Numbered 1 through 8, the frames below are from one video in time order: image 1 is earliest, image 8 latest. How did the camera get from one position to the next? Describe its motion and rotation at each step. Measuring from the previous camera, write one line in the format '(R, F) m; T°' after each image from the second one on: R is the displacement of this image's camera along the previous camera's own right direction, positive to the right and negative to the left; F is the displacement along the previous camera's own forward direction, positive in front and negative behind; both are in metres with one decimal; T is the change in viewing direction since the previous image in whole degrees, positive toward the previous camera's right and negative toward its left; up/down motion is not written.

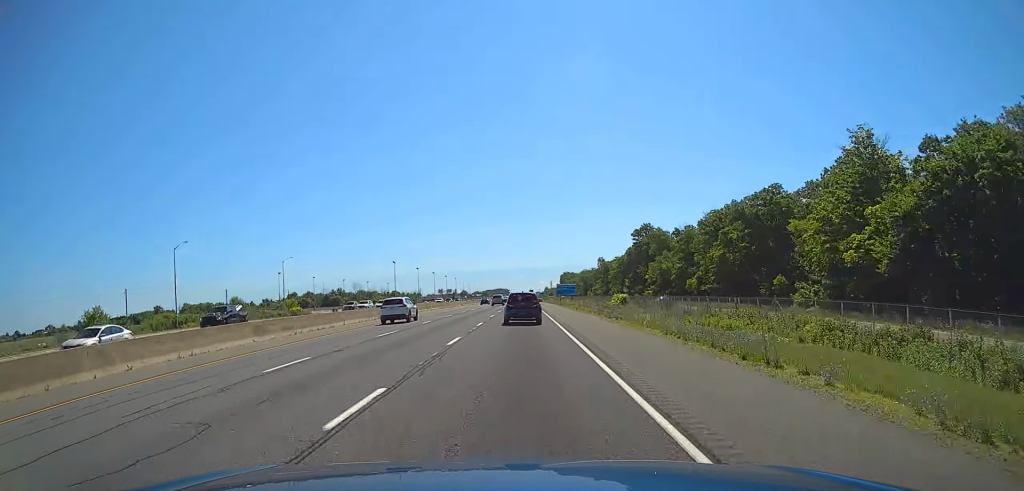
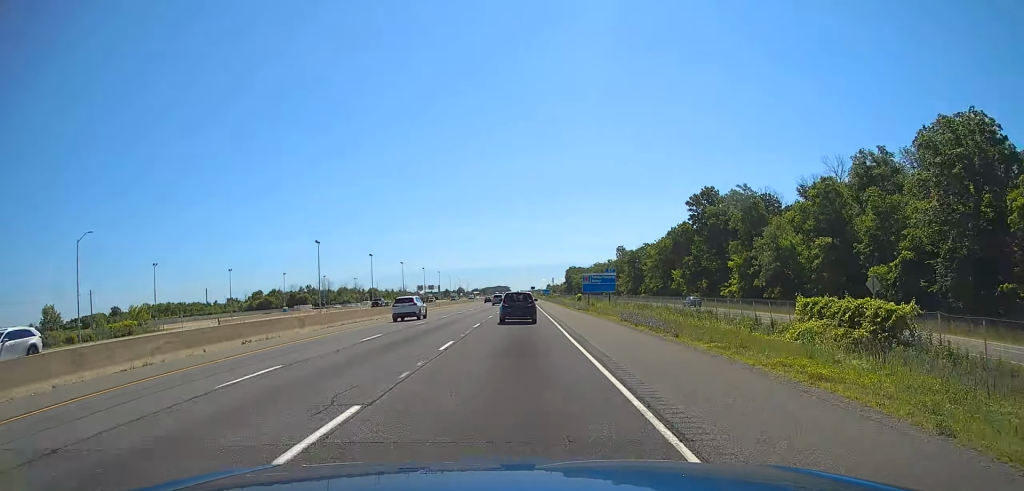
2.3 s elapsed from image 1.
(0.0, +73.9) m; 0°
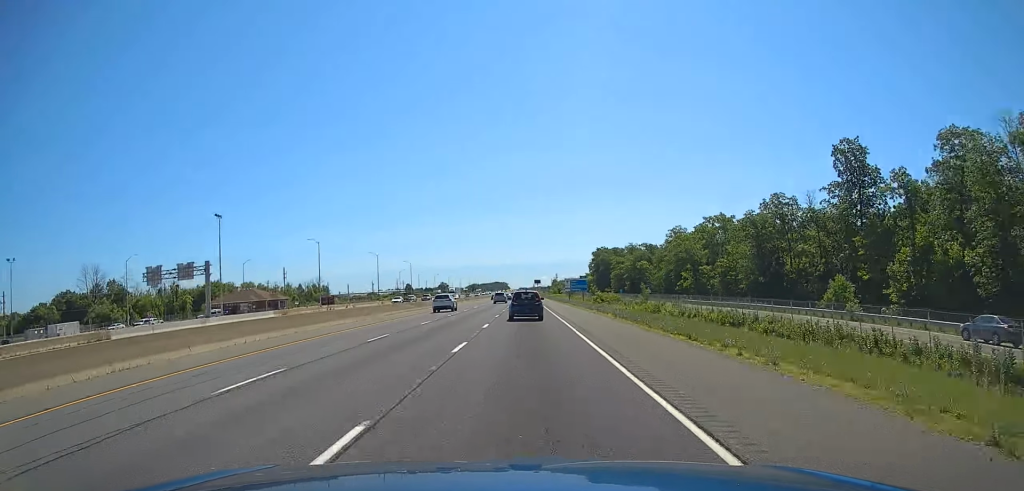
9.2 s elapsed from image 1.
(0.0, +216.5) m; 0°
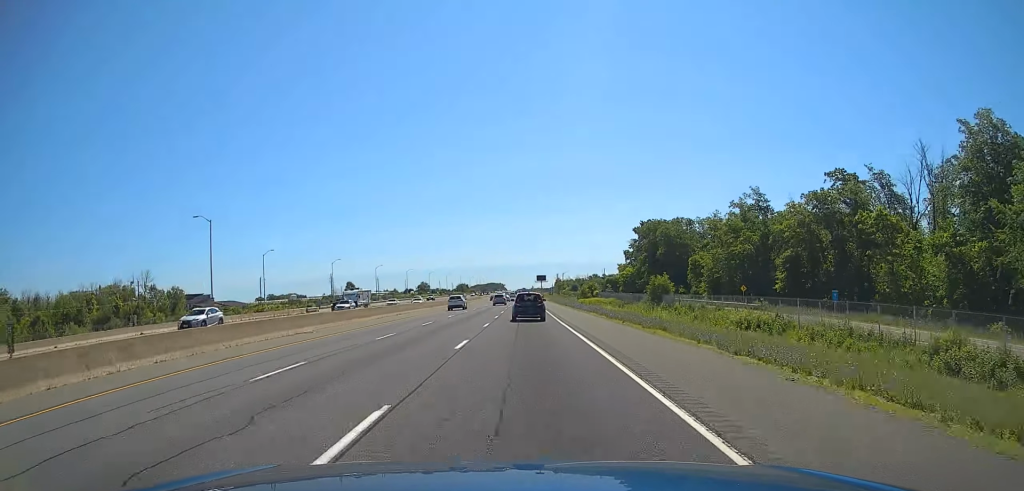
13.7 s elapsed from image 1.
(0.0, +142.8) m; 0°
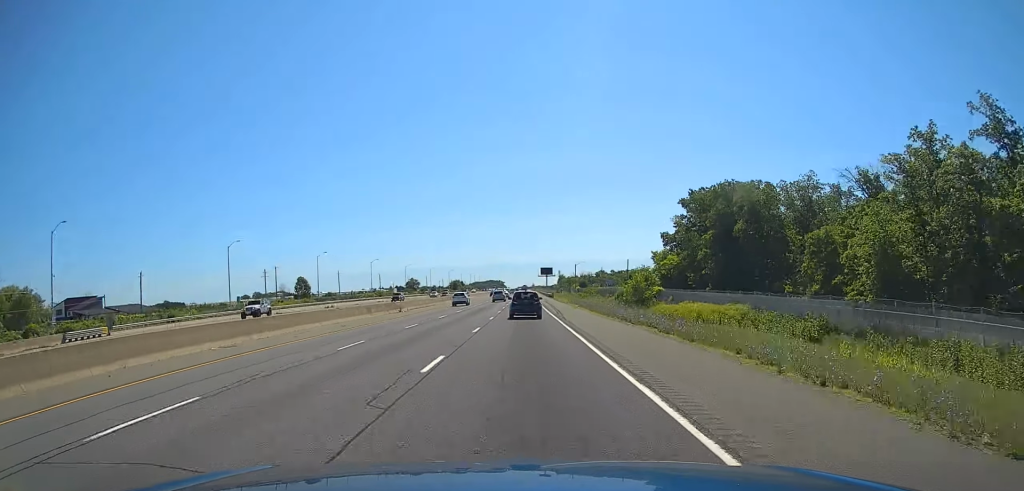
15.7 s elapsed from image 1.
(-0.1, +66.2) m; 0°
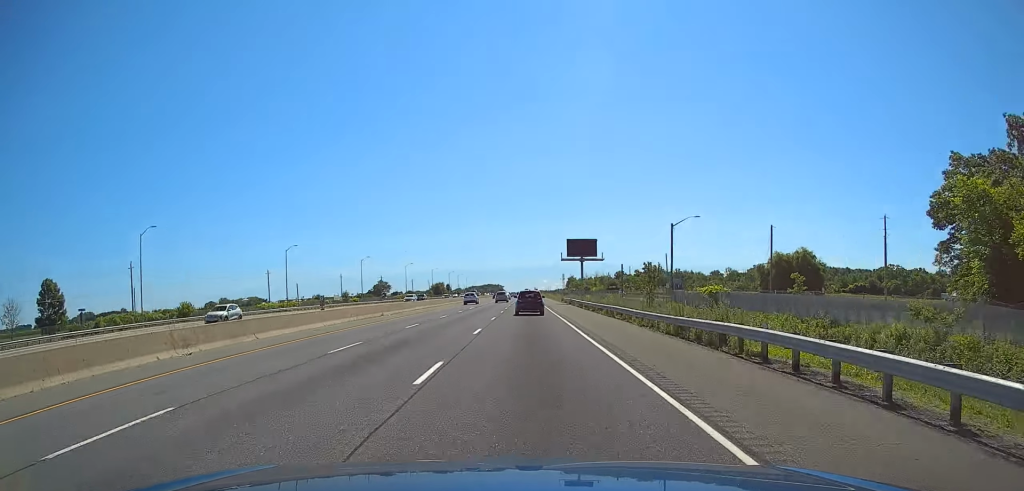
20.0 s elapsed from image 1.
(-0.3, +135.1) m; 0°
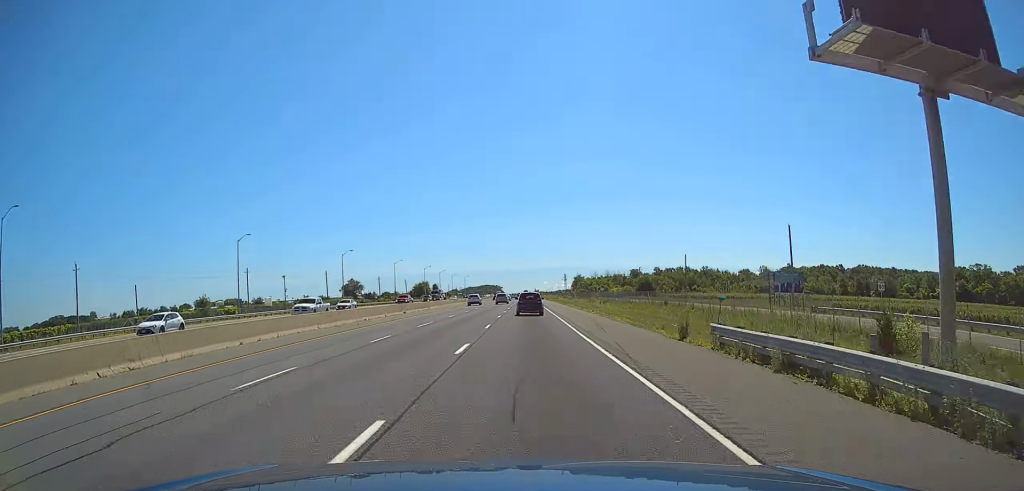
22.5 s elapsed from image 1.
(0.0, +79.9) m; 0°
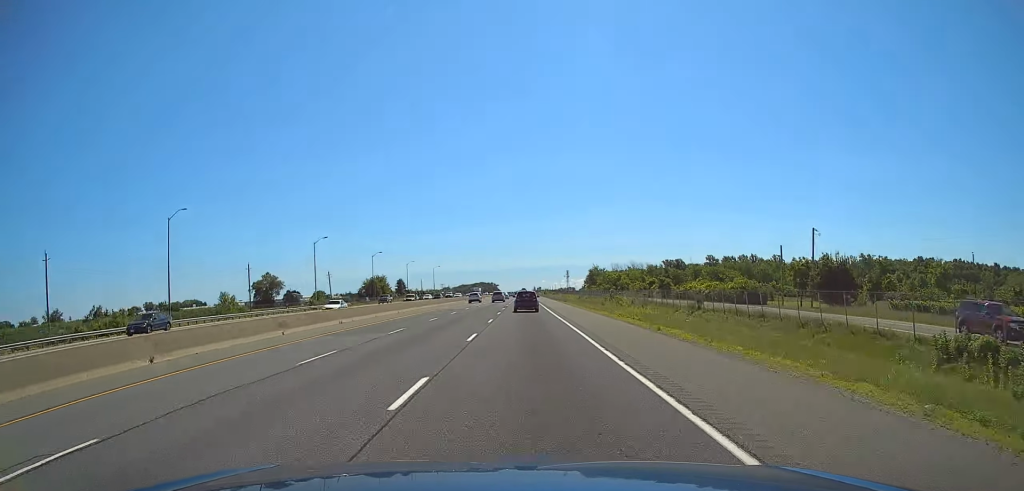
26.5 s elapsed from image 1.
(+0.2, +128.7) m; 0°
